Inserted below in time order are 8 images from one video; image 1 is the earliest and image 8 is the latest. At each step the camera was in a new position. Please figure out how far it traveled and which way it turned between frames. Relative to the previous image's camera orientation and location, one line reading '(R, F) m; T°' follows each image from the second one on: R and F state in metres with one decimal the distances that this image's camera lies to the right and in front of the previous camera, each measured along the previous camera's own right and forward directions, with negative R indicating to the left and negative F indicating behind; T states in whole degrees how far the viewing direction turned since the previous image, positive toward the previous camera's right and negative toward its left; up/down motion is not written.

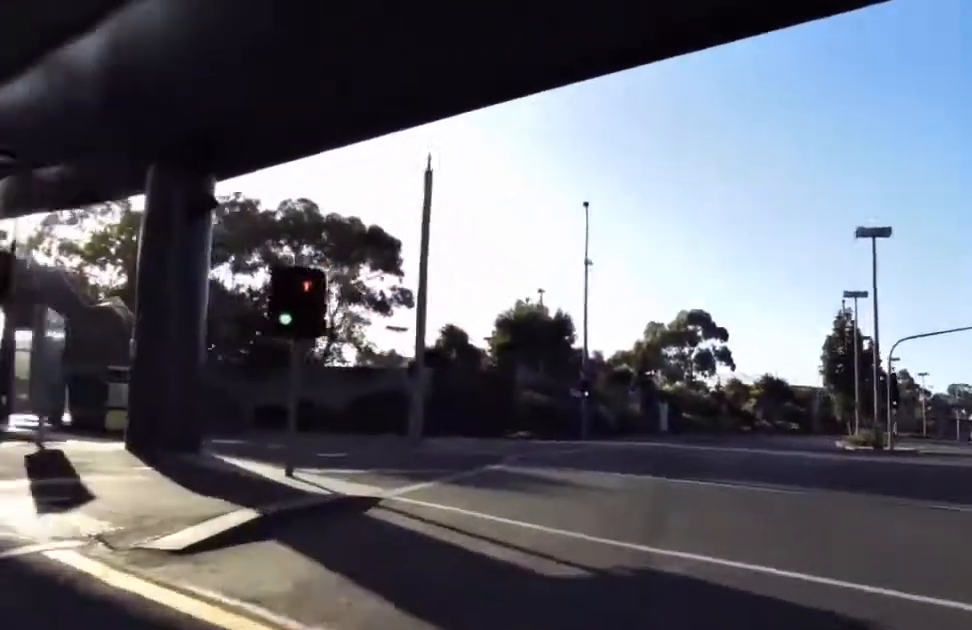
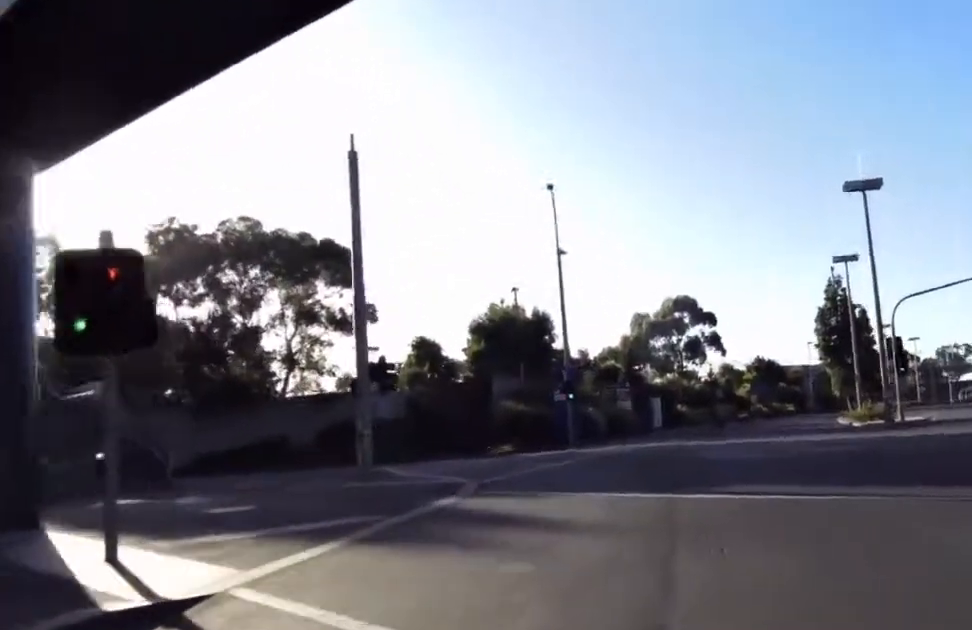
(-0.2, +3.4) m; +5°
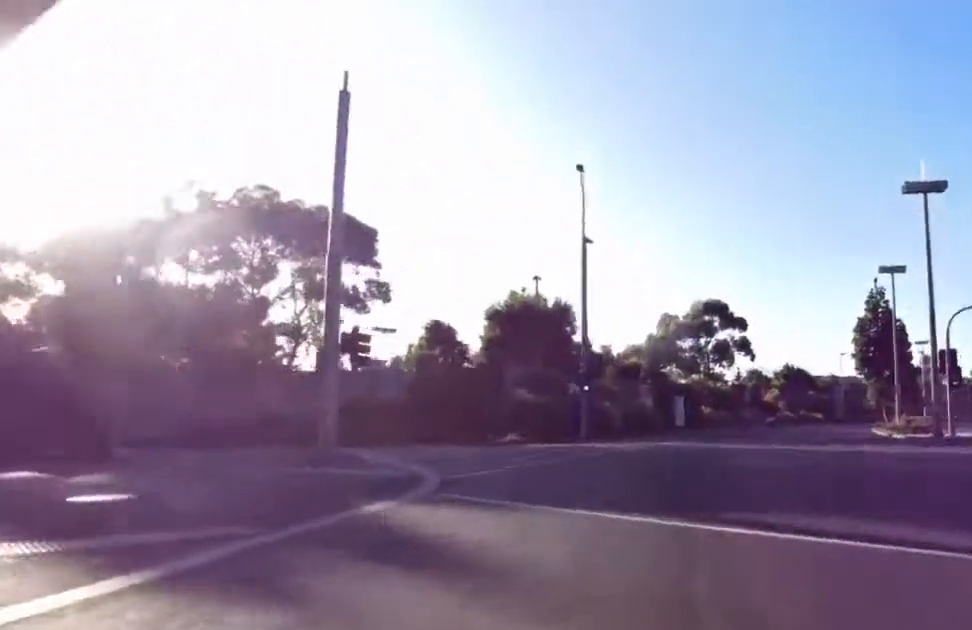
(+0.4, +3.7) m; +5°
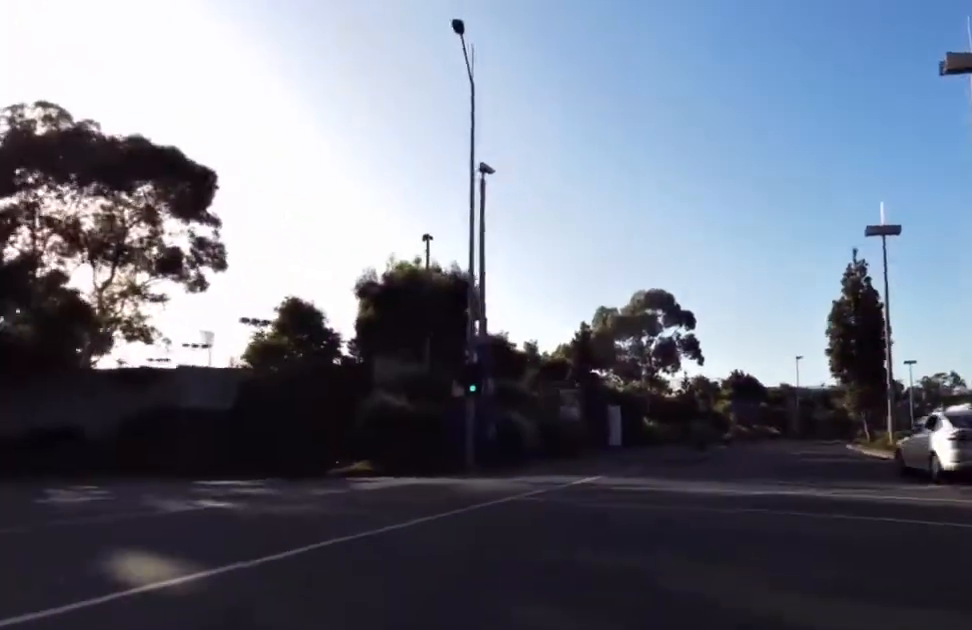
(+1.2, +12.2) m; +12°
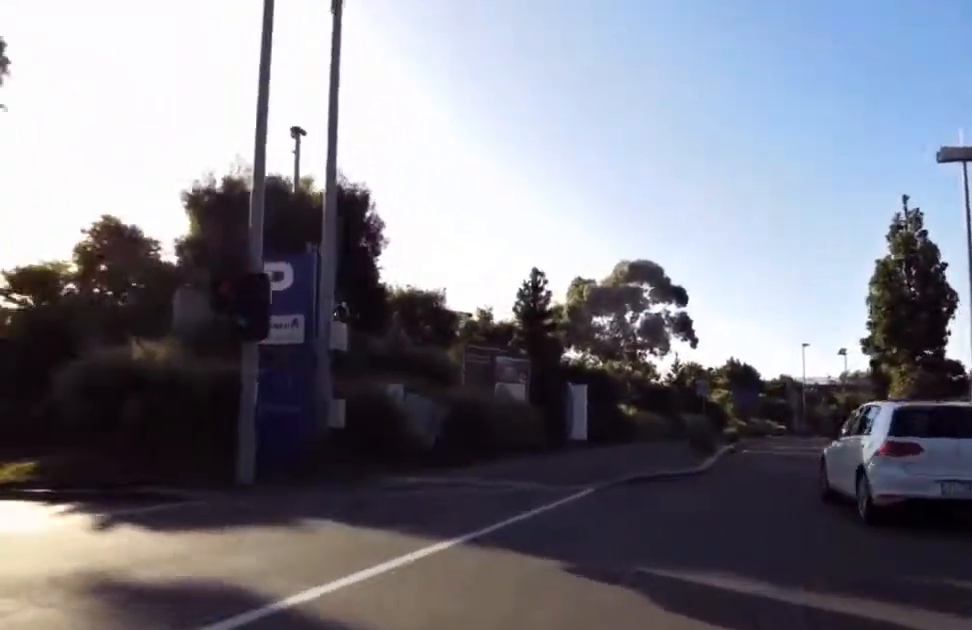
(0.0, +12.6) m; 0°
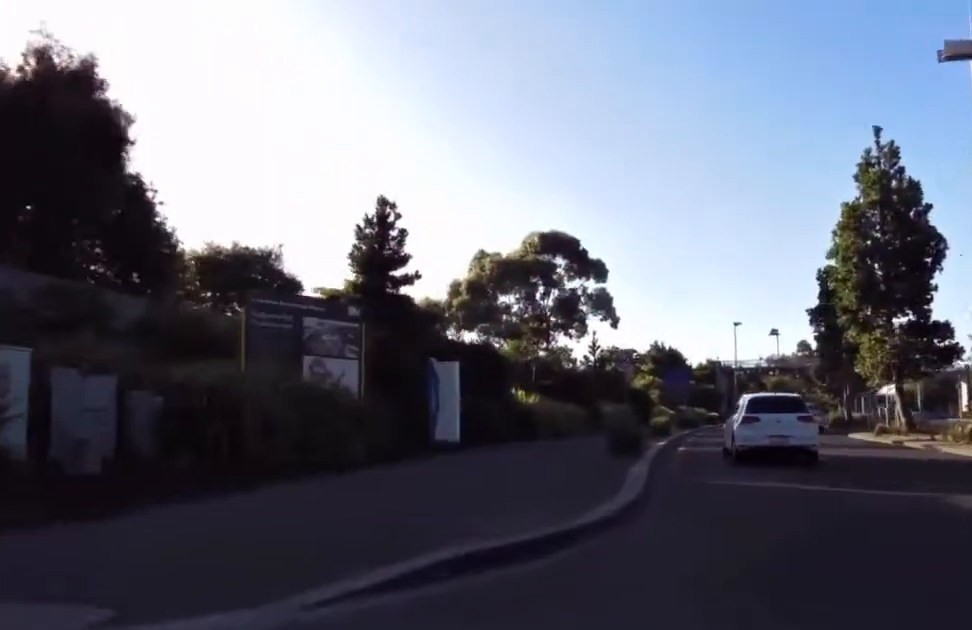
(+0.8, +8.8) m; +1°
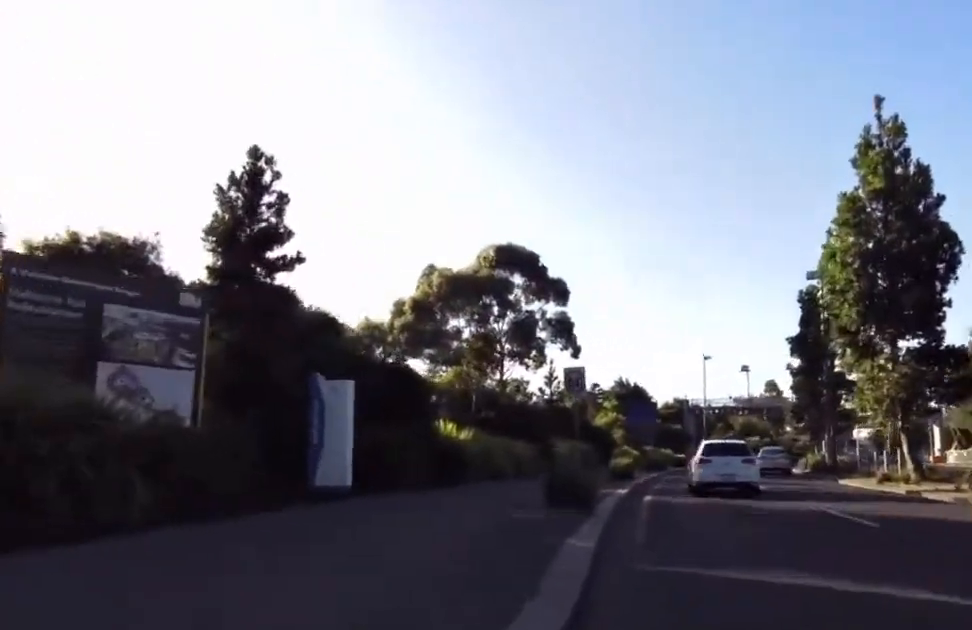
(-0.6, +5.3) m; +3°
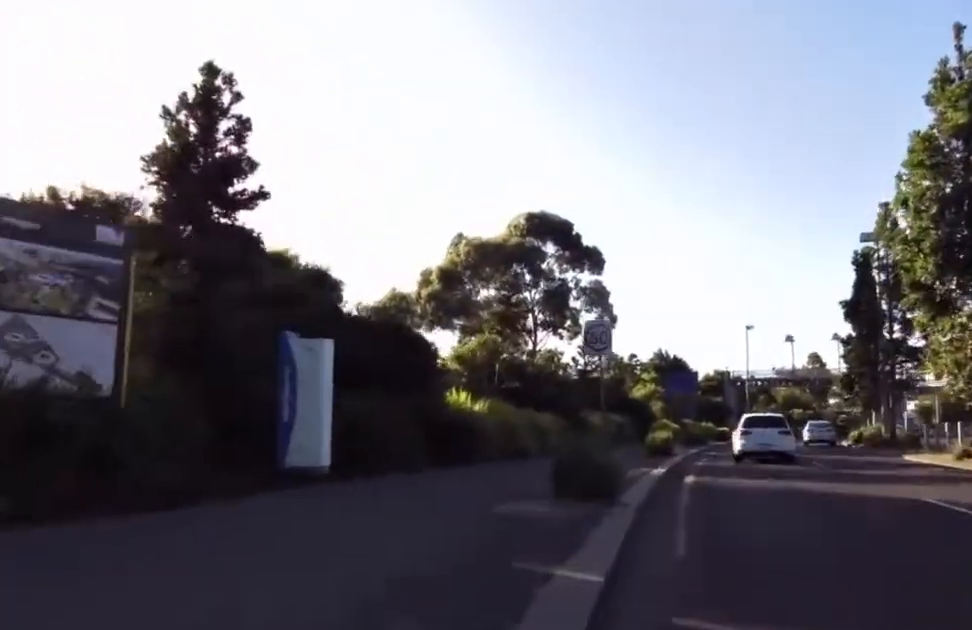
(-0.2, +3.2) m; +1°
